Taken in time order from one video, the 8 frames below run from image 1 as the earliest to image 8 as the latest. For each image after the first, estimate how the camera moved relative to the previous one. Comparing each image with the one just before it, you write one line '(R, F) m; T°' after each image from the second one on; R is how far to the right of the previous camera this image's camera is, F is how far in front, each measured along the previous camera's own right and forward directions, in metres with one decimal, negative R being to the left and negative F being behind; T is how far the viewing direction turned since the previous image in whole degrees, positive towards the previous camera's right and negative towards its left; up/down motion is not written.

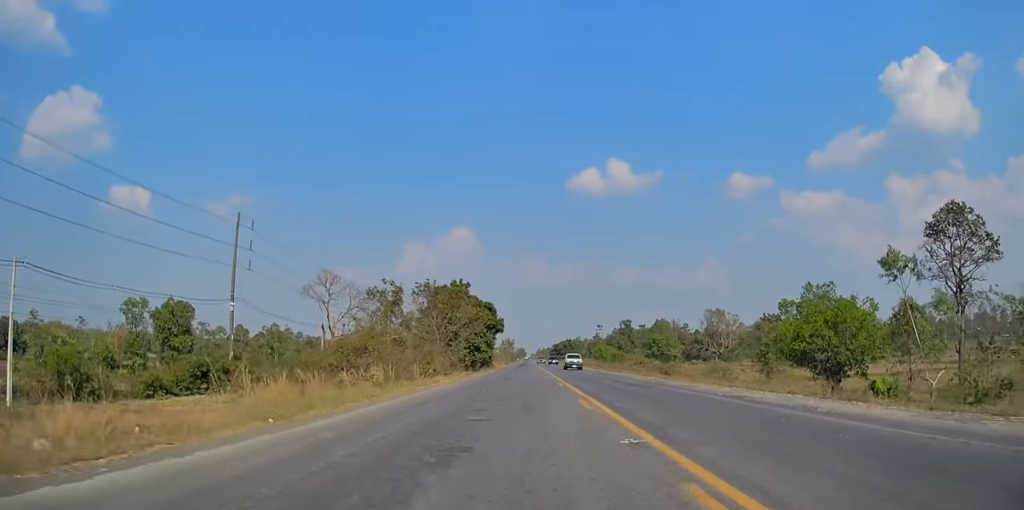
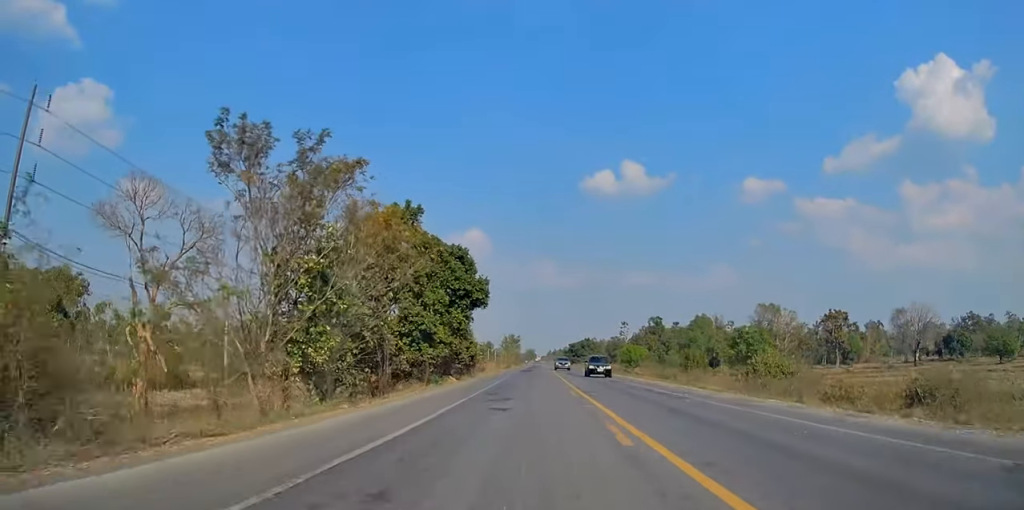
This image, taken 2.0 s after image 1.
(+0.1, +41.5) m; +1°
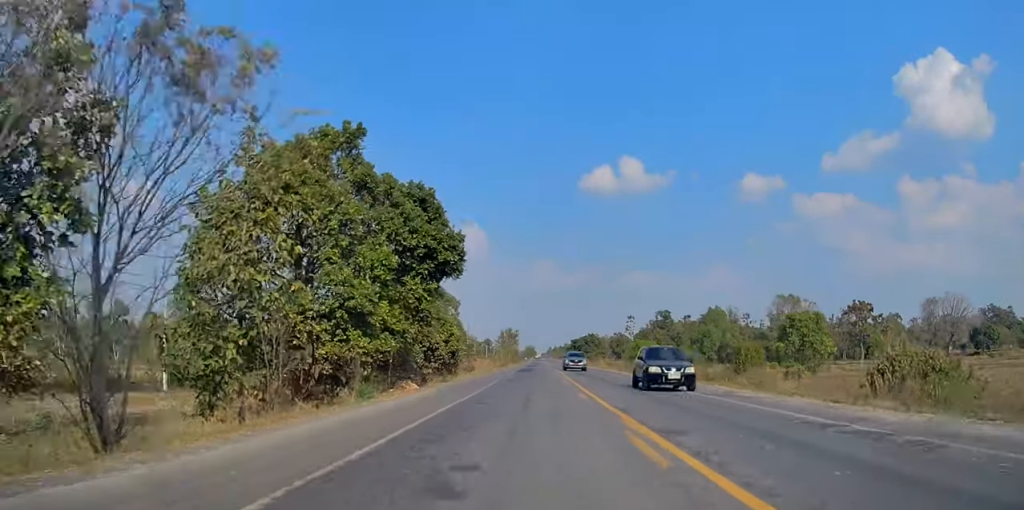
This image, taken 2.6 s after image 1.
(0.0, +13.8) m; 0°
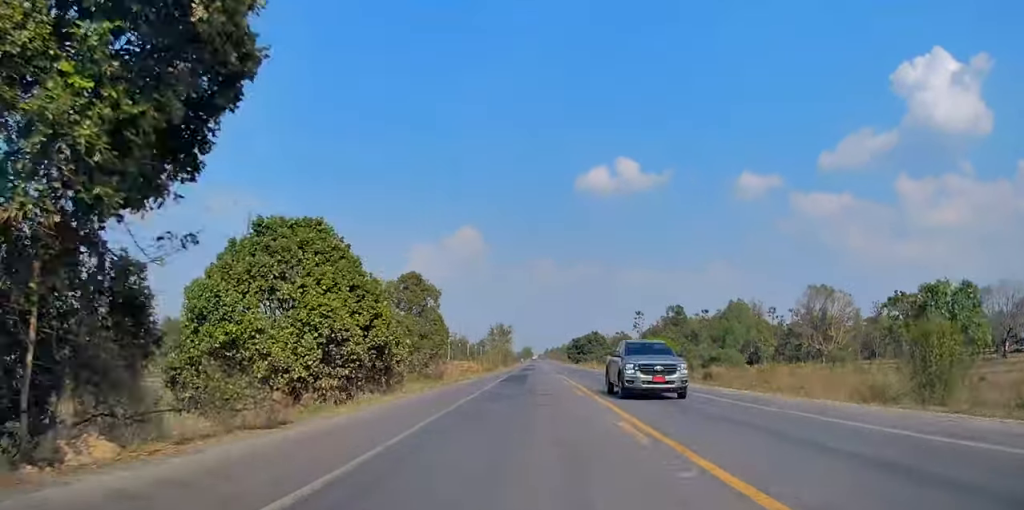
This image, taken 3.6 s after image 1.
(+0.2, +21.9) m; -1°
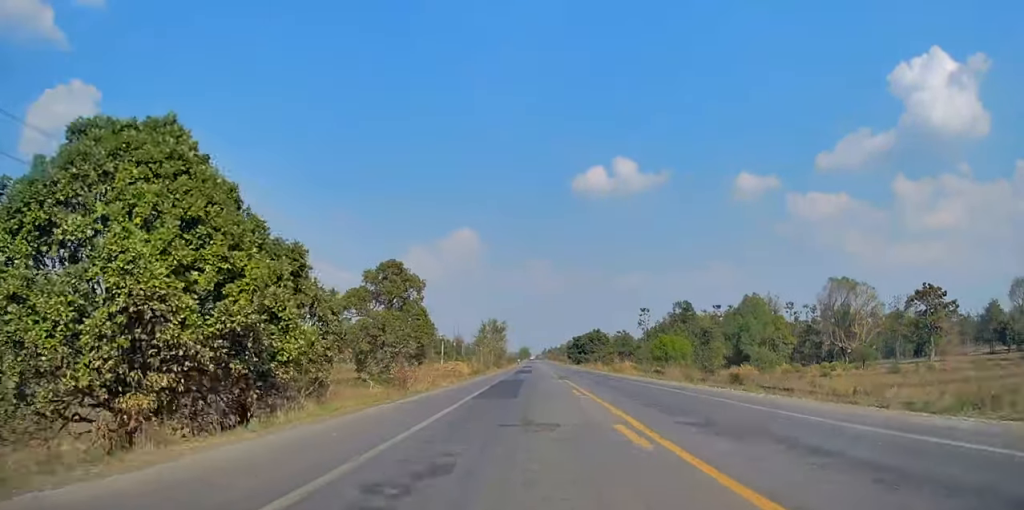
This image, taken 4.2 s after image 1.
(-0.4, +12.2) m; 0°
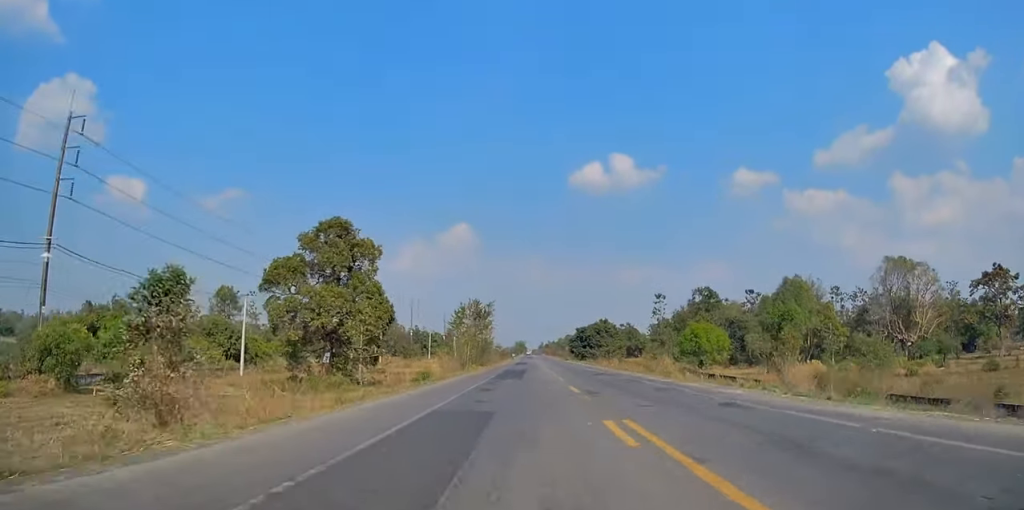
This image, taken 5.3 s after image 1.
(+0.2, +24.4) m; +2°
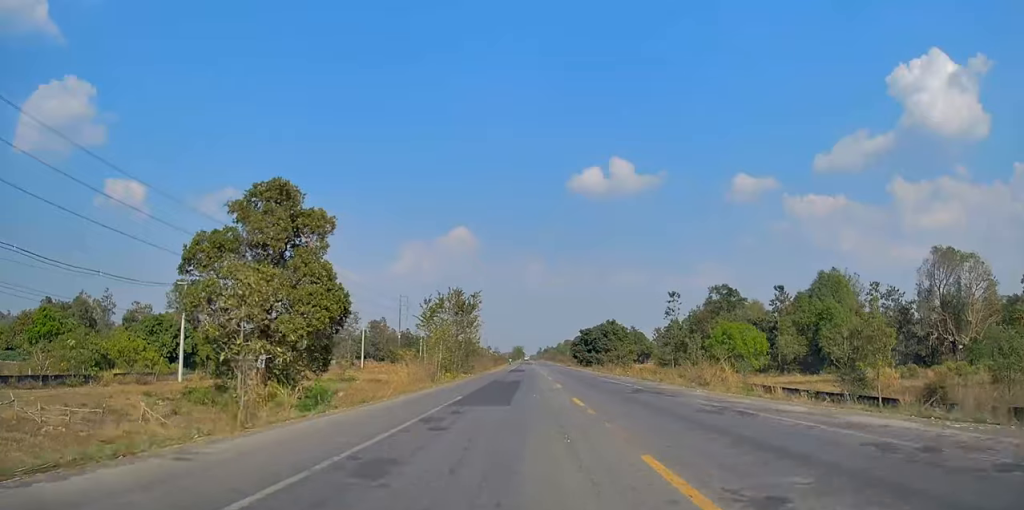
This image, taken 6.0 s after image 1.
(+0.2, +14.7) m; +1°
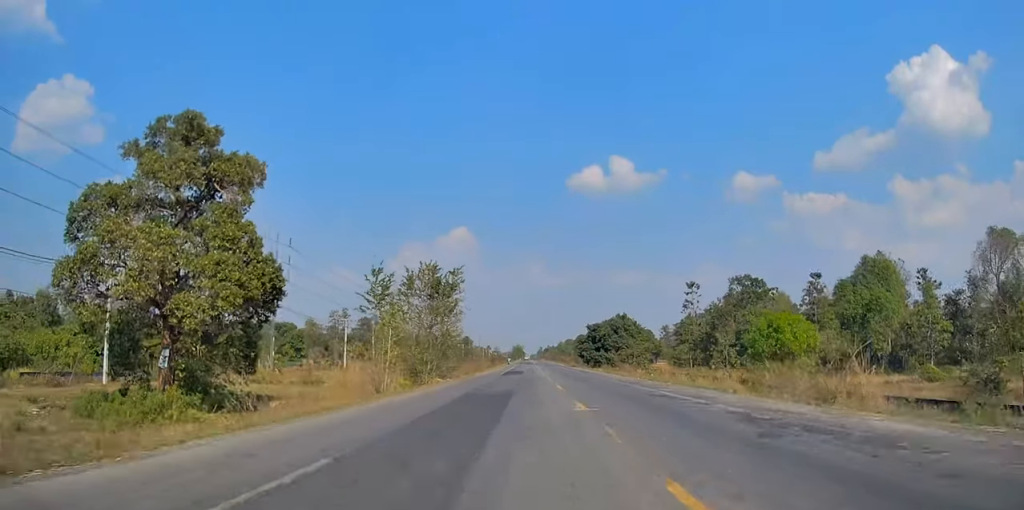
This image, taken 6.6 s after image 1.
(+0.1, +14.3) m; 0°
